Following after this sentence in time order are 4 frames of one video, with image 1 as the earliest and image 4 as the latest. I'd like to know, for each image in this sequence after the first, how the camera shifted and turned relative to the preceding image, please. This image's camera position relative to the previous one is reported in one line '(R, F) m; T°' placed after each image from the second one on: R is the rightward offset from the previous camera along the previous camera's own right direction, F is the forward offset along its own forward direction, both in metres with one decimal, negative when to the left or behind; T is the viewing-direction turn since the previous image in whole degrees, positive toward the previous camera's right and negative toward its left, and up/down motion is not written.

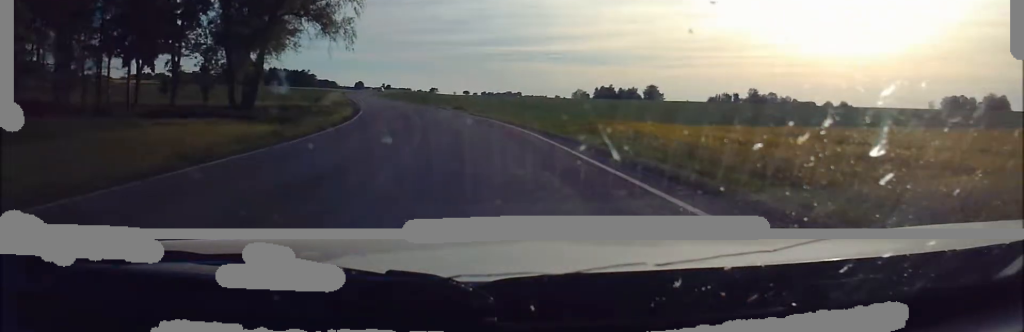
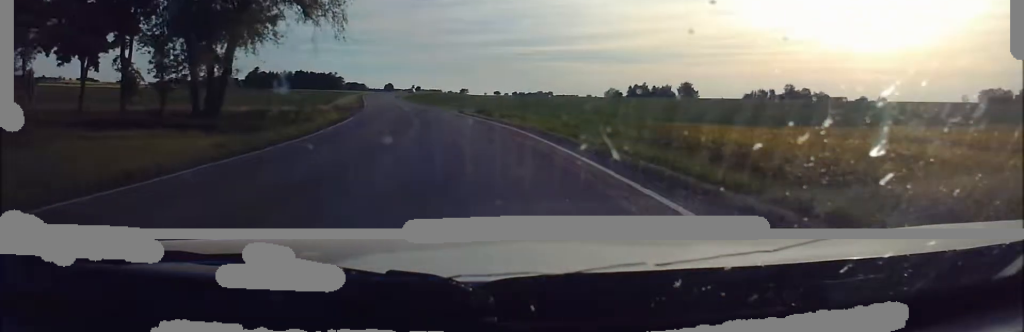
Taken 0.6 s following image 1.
(+0.1, +12.4) m; -2°
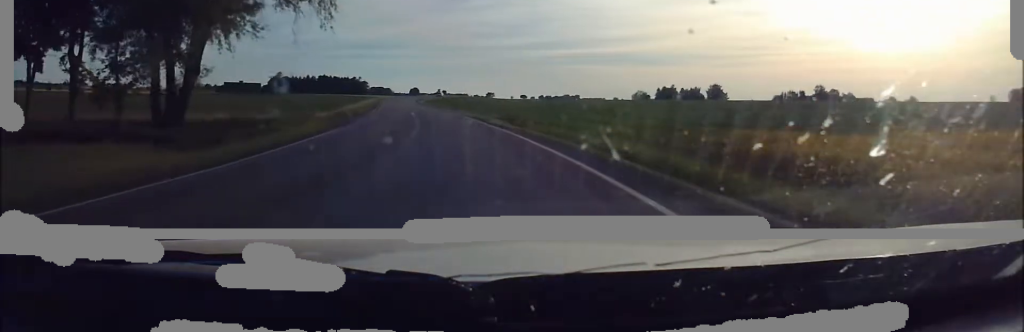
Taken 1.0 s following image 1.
(-0.4, +8.7) m; -1°
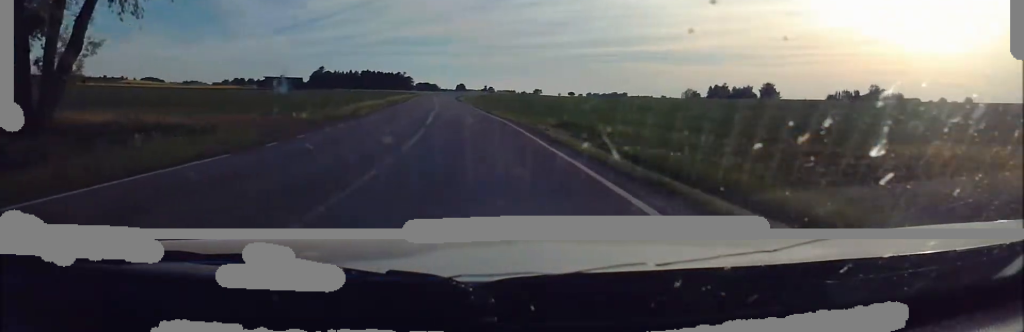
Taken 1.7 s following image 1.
(-0.4, +15.2) m; -2°
